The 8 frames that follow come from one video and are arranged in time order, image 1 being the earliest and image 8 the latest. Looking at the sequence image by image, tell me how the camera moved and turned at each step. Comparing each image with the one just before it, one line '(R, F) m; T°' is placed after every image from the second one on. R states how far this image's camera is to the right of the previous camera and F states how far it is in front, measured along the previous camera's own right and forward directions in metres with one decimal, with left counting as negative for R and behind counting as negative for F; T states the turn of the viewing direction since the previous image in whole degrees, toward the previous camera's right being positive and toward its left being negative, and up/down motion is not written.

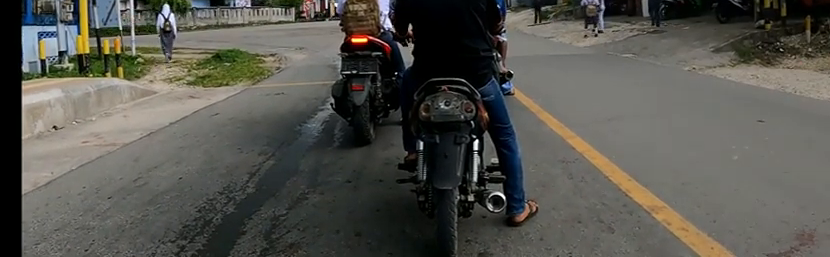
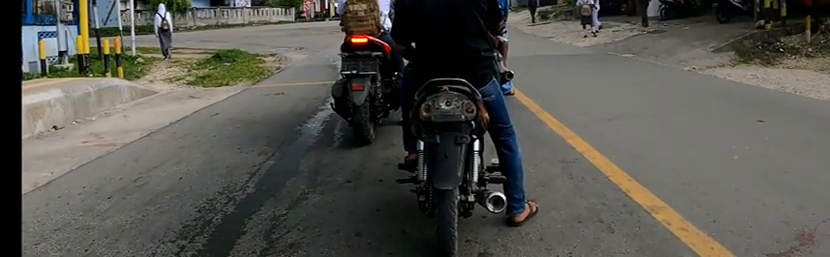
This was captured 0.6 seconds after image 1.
(0.0, +0.3) m; 0°
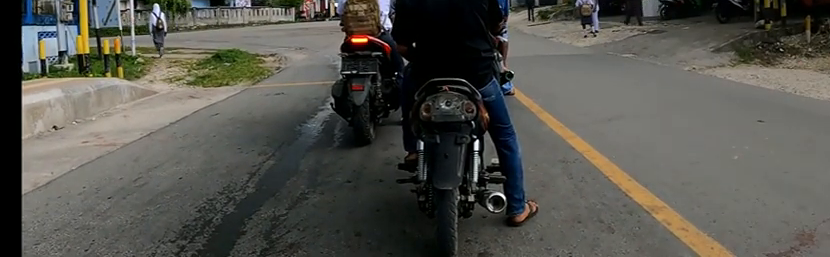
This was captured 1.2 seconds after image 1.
(0.0, +0.2) m; 0°
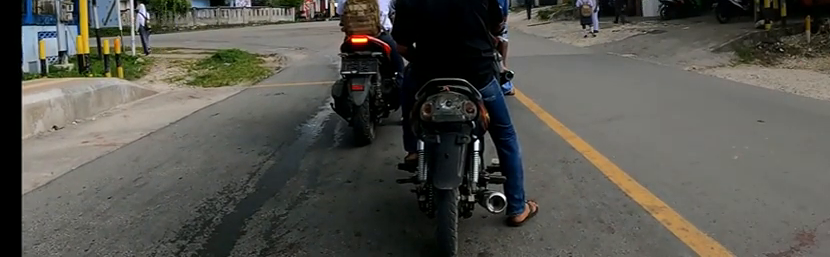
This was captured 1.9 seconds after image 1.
(0.0, 0.0) m; 0°
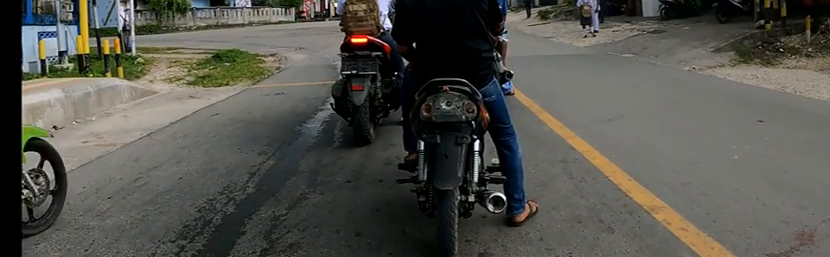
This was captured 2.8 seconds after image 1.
(0.0, 0.0) m; 0°
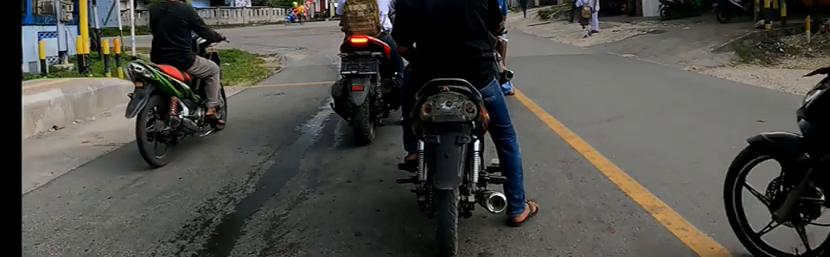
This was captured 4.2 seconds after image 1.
(0.0, 0.0) m; 0°
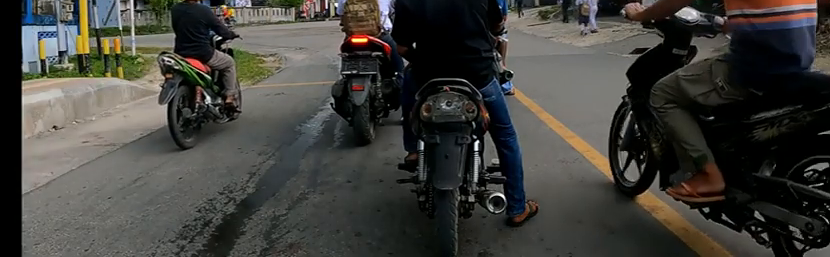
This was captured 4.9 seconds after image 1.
(0.0, 0.0) m; 0°
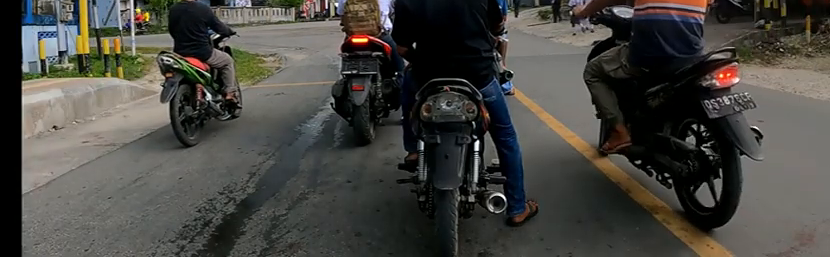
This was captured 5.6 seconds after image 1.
(0.0, 0.0) m; 0°
